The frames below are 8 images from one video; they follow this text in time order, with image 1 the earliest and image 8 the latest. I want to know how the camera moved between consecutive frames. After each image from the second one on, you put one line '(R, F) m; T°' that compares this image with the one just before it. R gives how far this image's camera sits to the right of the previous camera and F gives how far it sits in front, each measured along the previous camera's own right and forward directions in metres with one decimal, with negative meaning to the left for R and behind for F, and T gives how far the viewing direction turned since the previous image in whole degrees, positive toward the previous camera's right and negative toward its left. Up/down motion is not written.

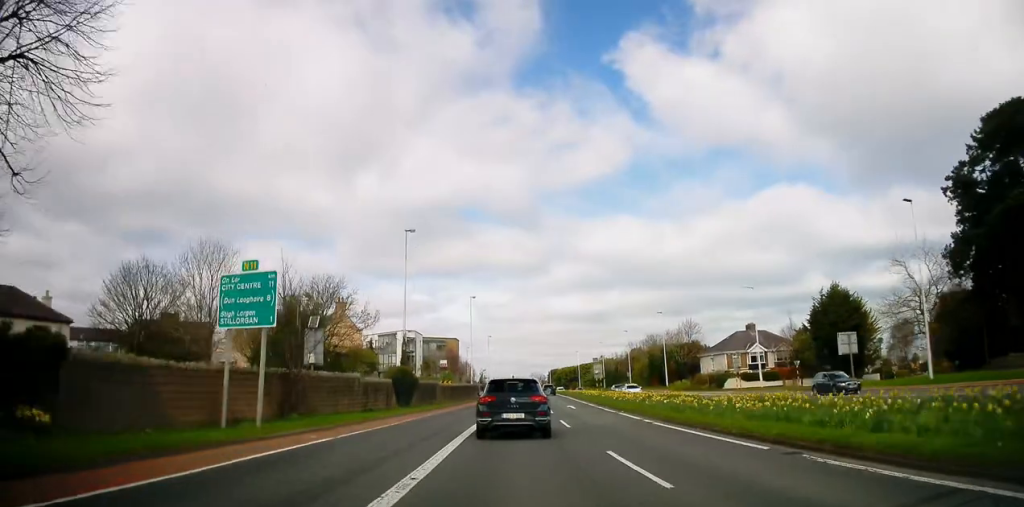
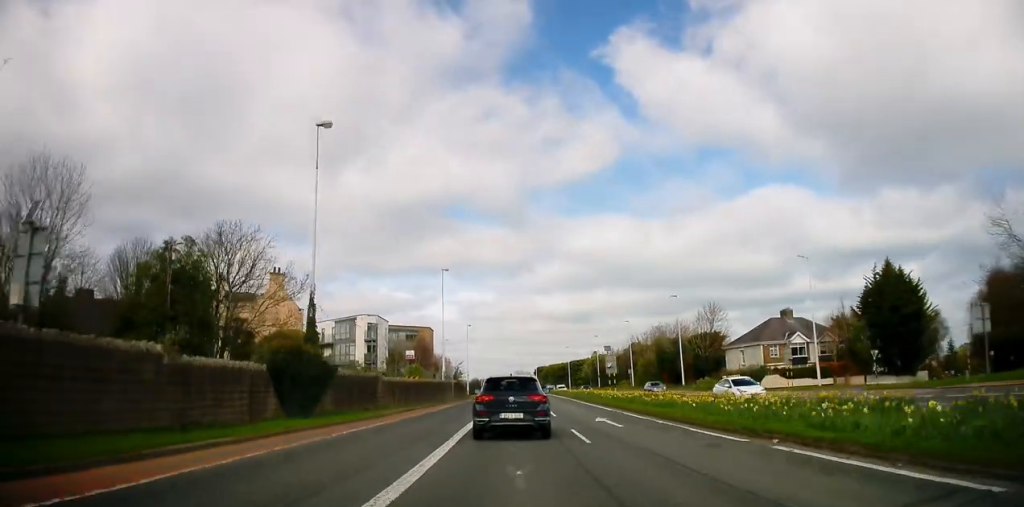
(+0.8, +17.4) m; +4°
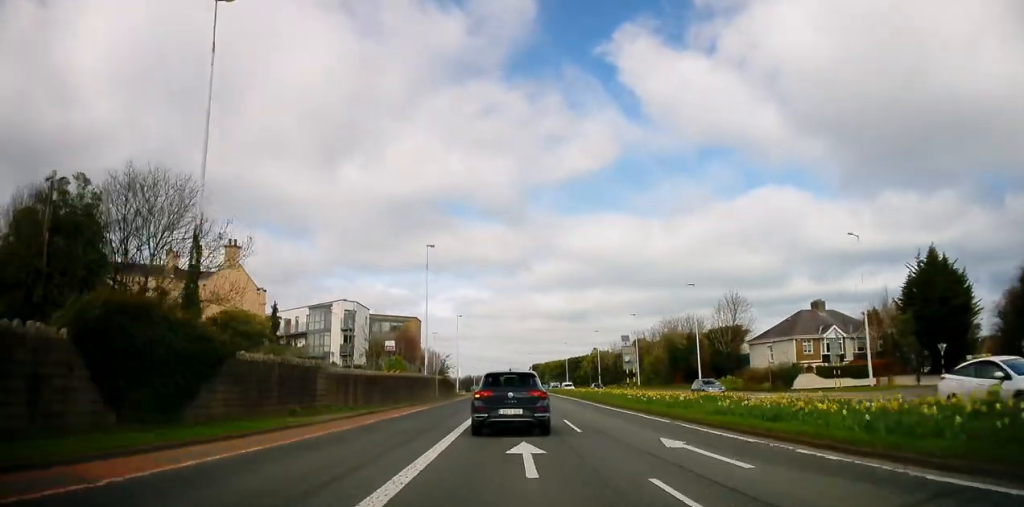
(+0.2, +10.2) m; +2°
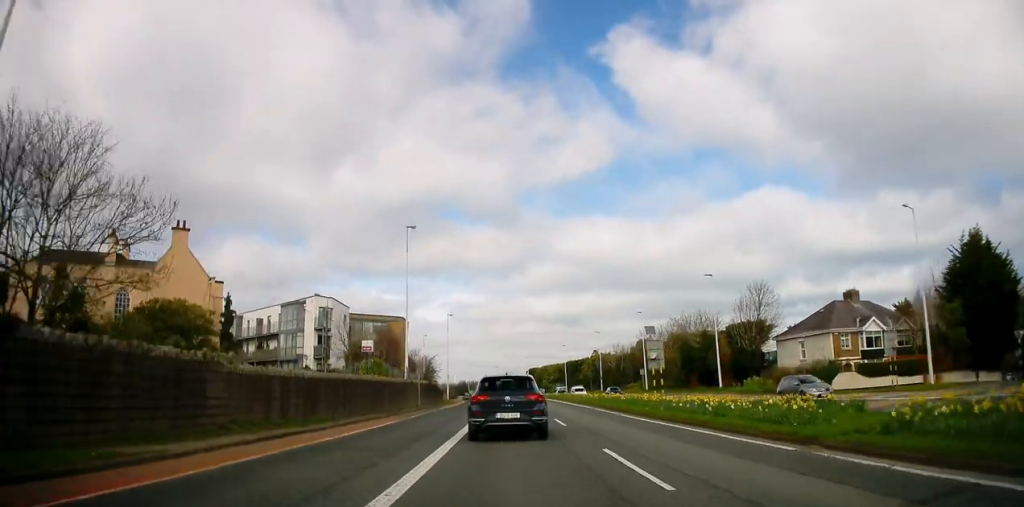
(0.0, +8.0) m; +1°
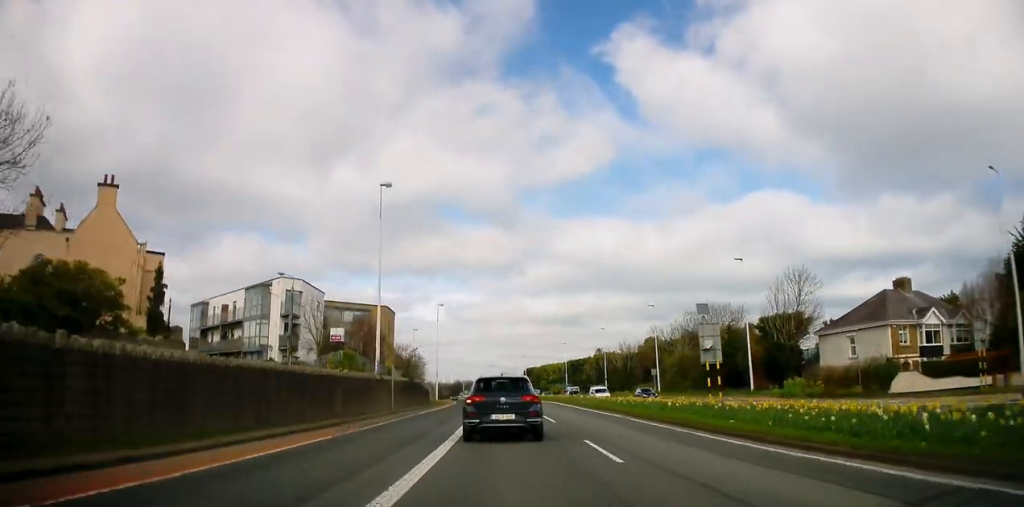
(+0.1, +10.0) m; 0°
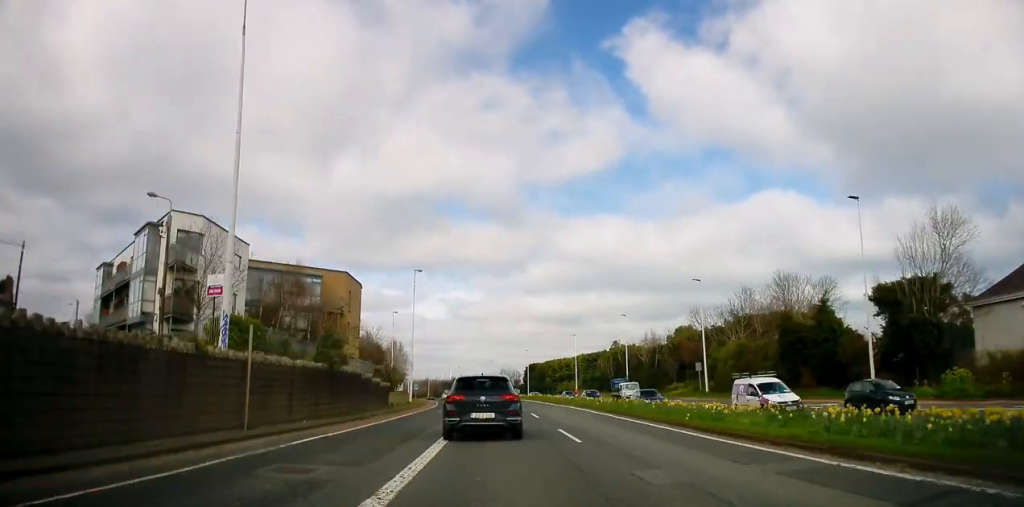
(+0.1, +20.2) m; 0°
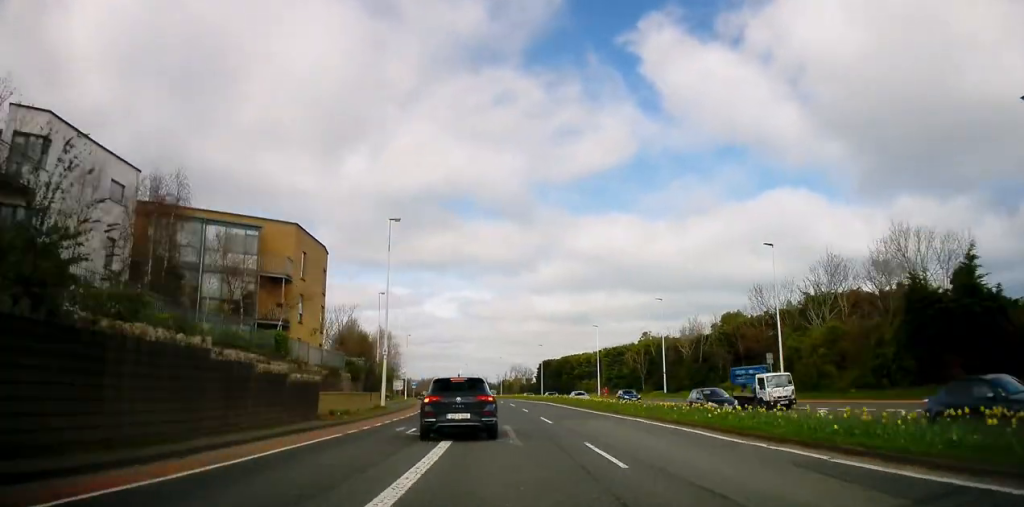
(+0.1, +16.2) m; 0°
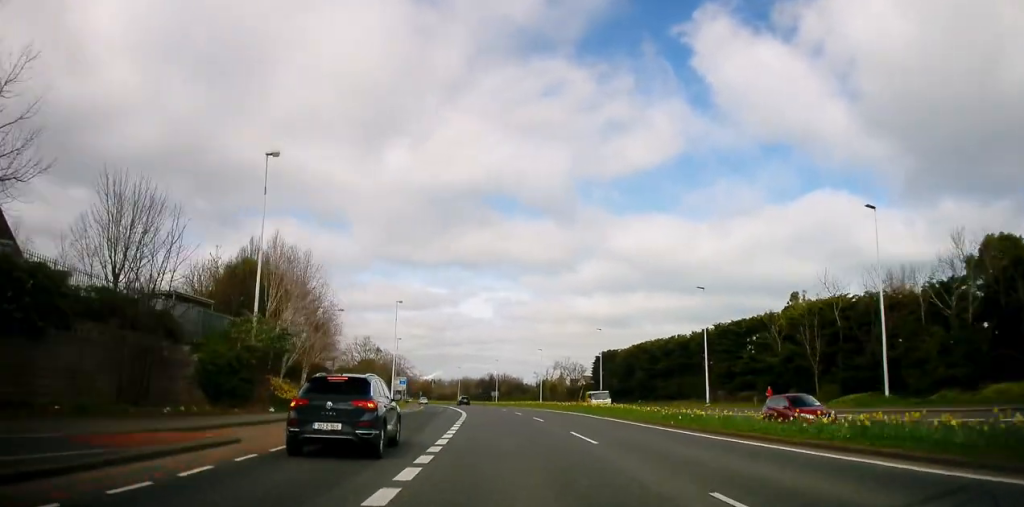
(-0.4, +40.1) m; -1°
